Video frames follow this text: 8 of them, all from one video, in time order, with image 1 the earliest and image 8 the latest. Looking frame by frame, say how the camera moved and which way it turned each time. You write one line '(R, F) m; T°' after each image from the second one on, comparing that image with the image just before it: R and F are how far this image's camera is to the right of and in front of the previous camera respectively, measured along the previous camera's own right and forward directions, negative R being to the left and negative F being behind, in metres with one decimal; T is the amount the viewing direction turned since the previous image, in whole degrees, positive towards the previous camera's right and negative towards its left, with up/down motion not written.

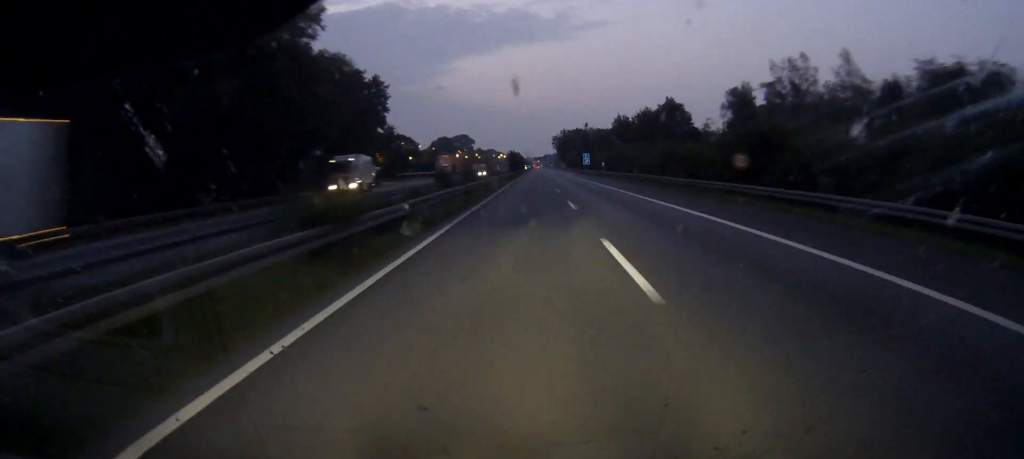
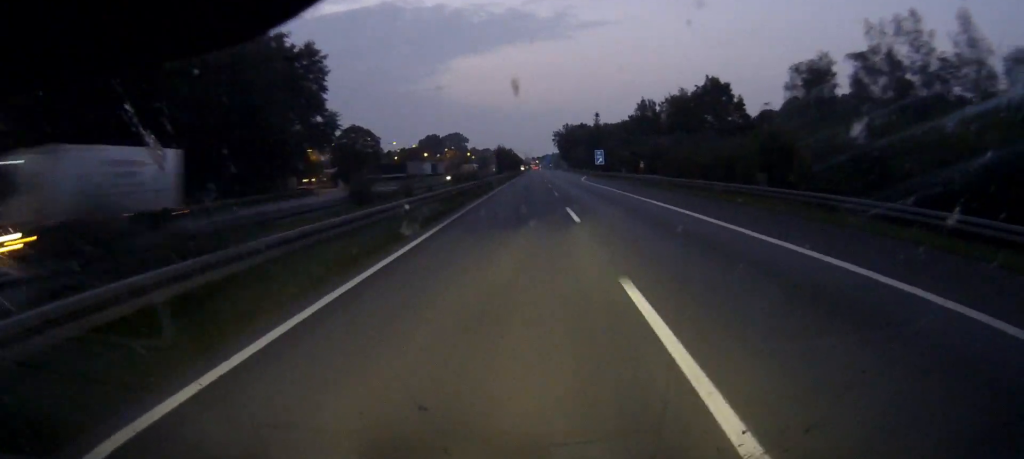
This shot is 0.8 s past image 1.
(0.0, +39.4) m; 0°
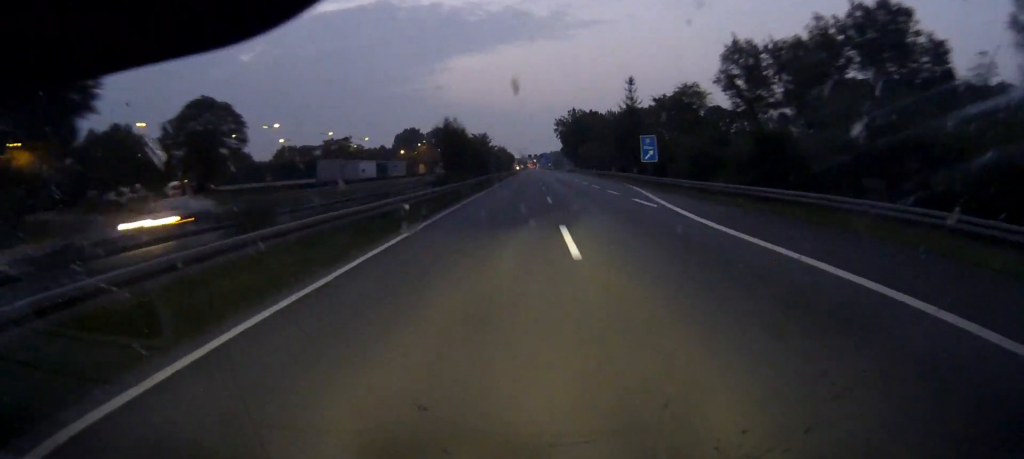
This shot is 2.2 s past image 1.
(+0.2, +59.5) m; 0°
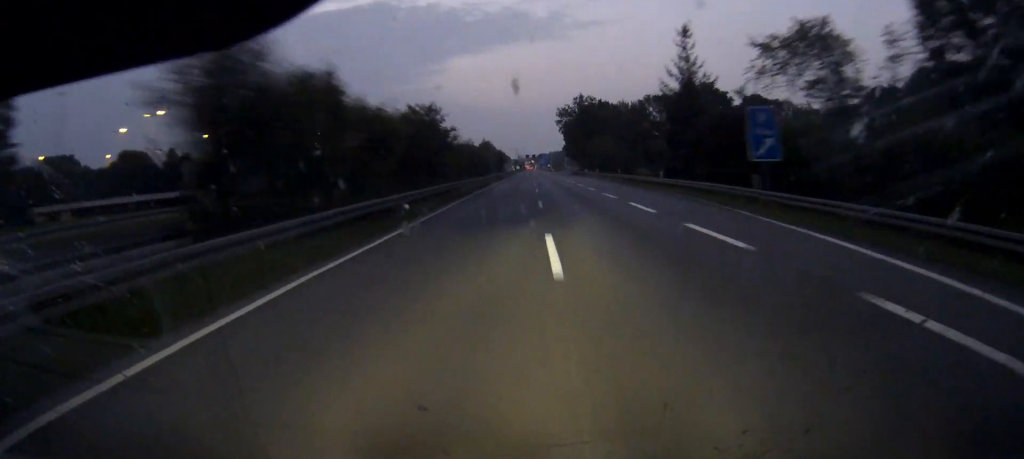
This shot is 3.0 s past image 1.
(0.0, +35.9) m; 0°
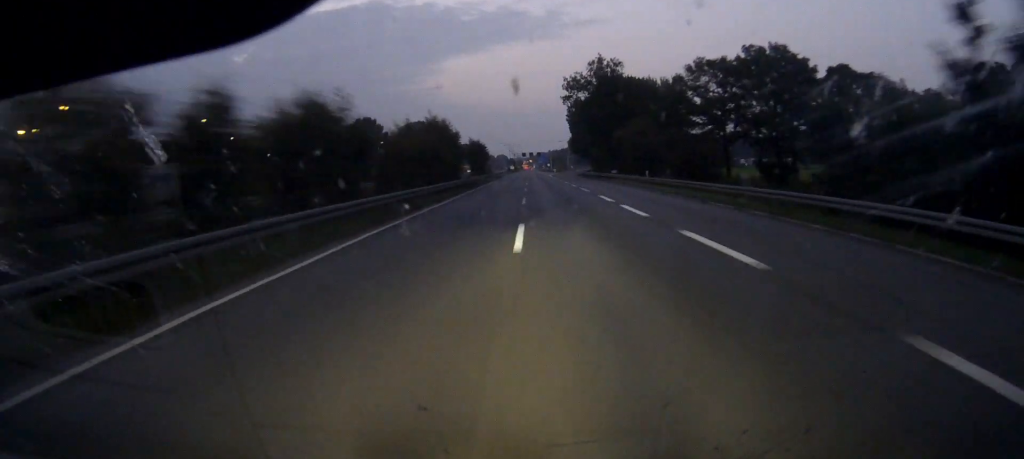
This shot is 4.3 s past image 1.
(0.0, +47.8) m; 0°
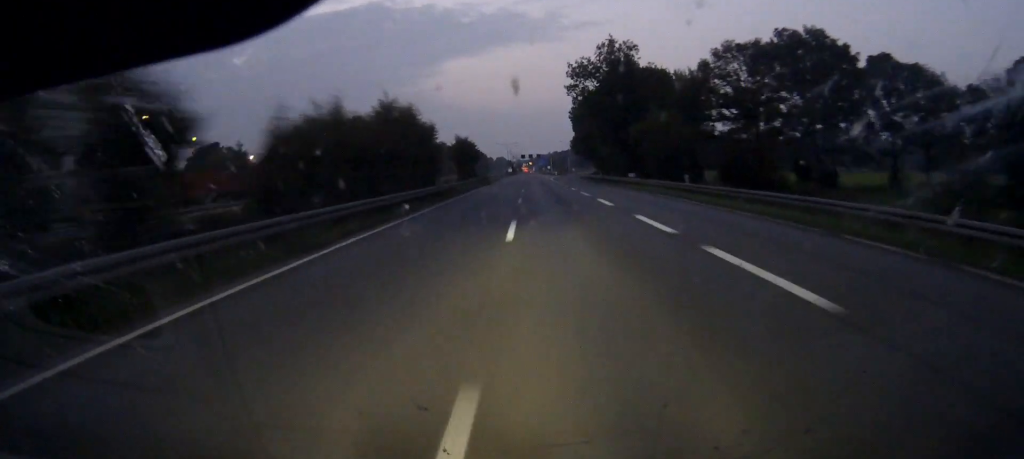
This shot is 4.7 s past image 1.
(0.0, +14.6) m; 0°
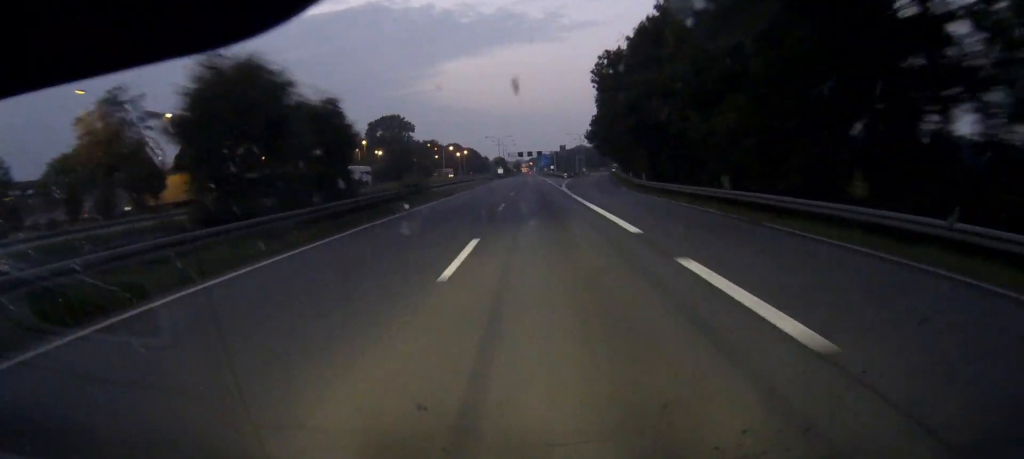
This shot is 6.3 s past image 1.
(-0.1, +59.1) m; 0°
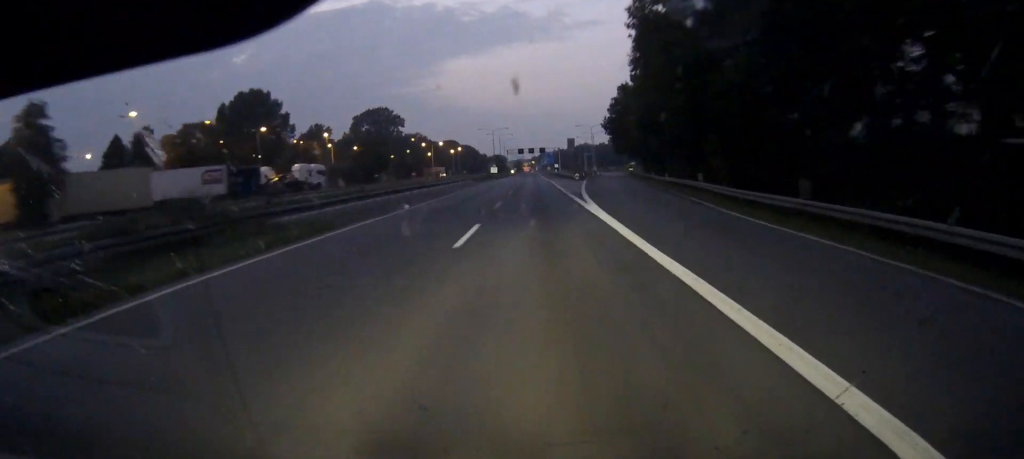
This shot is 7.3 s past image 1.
(0.0, +32.0) m; 0°
